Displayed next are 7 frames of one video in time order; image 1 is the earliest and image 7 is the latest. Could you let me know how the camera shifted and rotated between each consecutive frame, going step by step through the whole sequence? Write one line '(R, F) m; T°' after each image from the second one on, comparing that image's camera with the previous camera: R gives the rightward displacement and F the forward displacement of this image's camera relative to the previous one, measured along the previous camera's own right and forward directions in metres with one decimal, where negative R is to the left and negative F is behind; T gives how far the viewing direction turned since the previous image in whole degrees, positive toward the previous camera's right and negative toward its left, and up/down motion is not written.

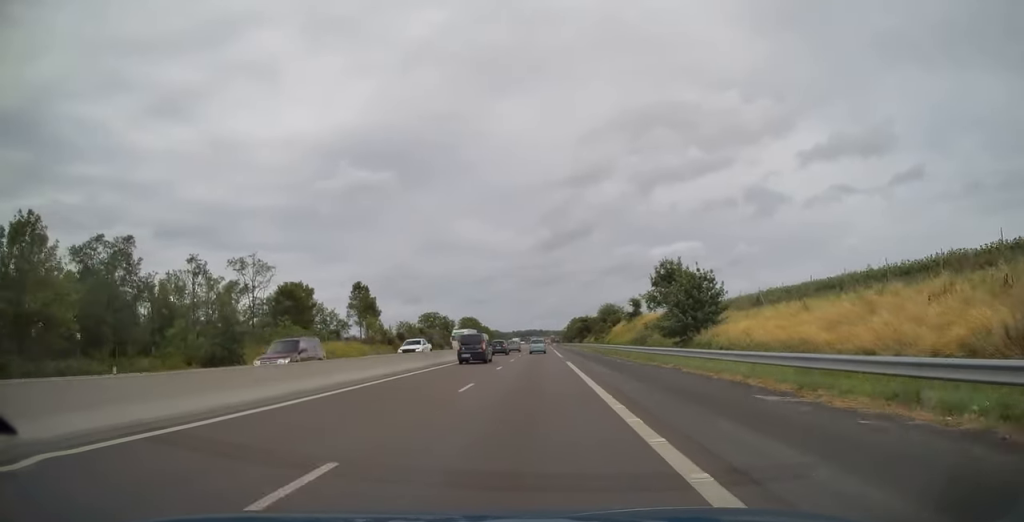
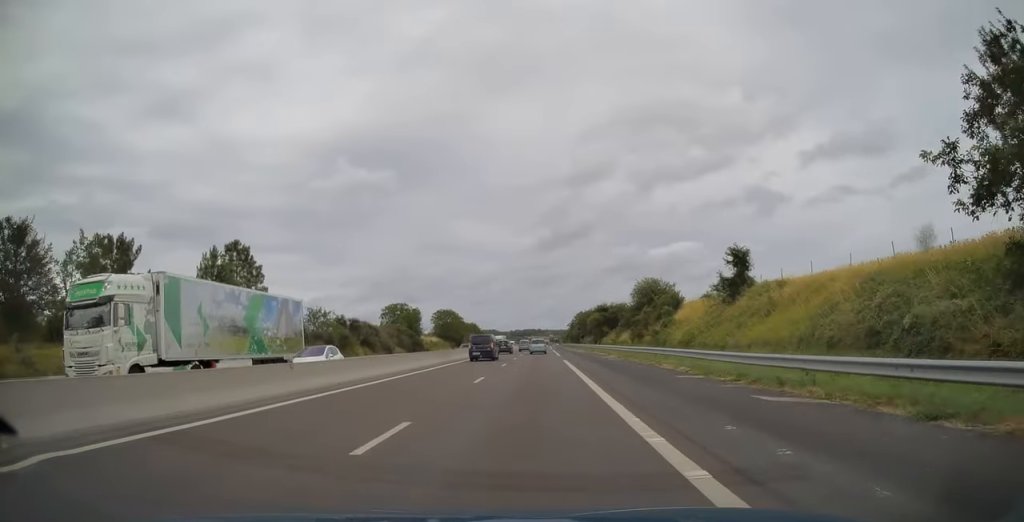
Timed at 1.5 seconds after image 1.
(+0.2, +47.7) m; 0°
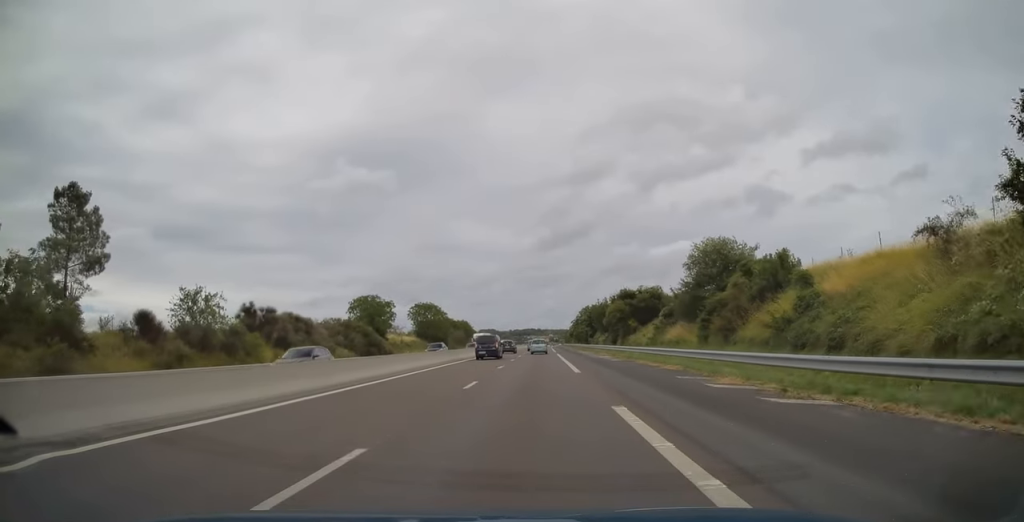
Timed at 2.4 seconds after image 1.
(-0.2, +28.4) m; 0°
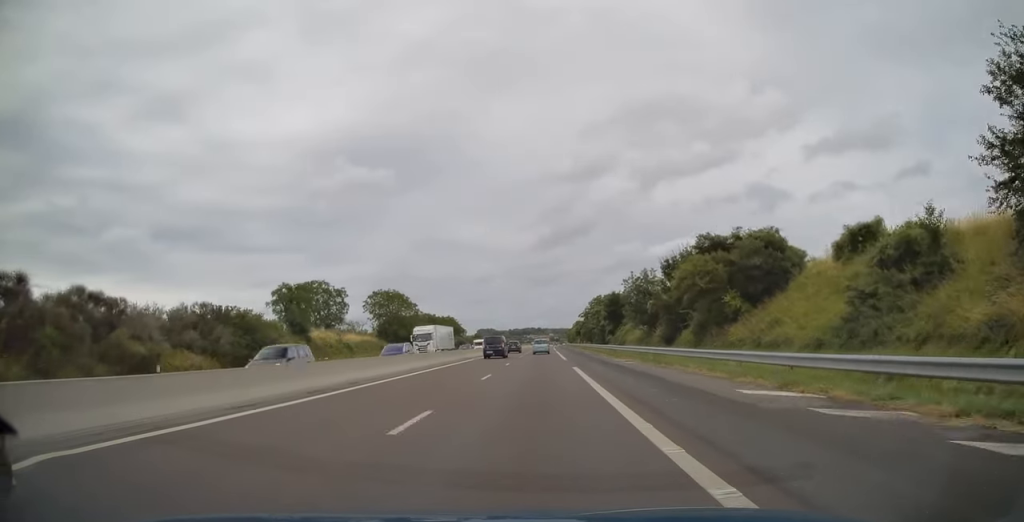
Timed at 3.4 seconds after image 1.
(+0.3, +34.3) m; +1°
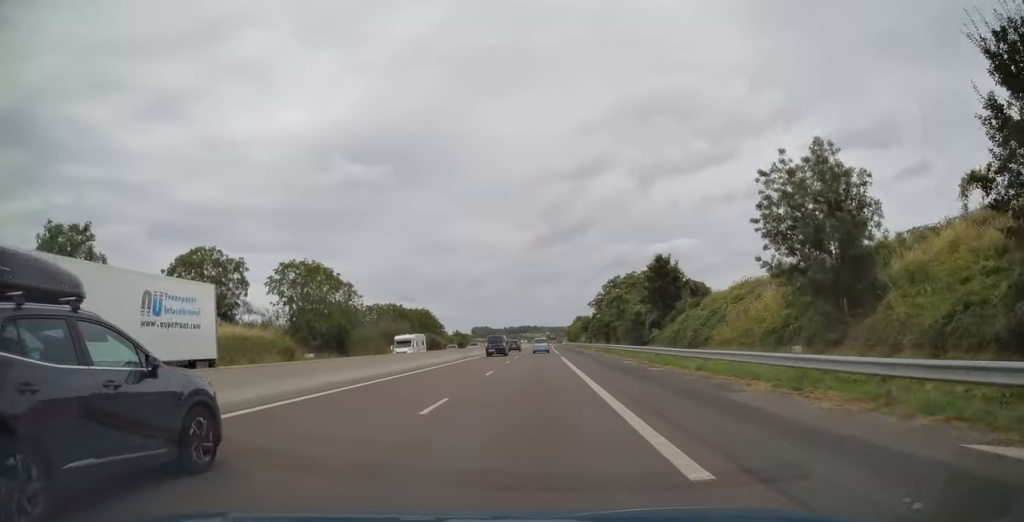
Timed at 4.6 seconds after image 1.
(-0.1, +36.4) m; 0°
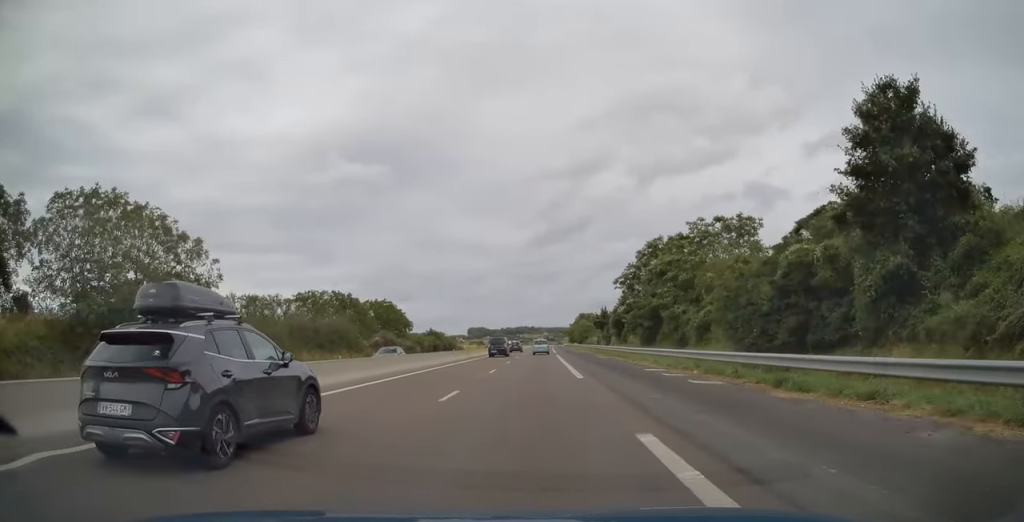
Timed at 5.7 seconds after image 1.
(-0.1, +35.9) m; 0°
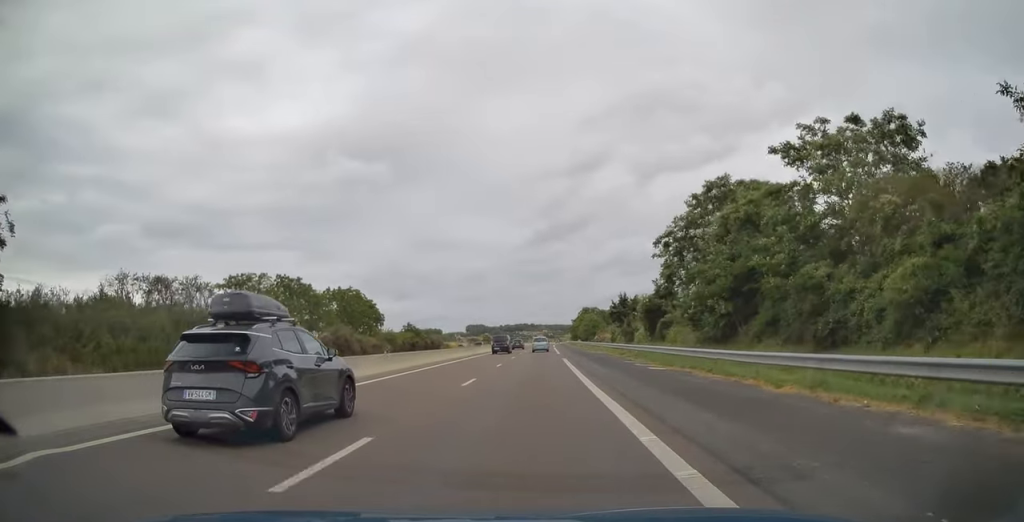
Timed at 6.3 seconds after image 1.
(+0.1, +21.4) m; 0°
